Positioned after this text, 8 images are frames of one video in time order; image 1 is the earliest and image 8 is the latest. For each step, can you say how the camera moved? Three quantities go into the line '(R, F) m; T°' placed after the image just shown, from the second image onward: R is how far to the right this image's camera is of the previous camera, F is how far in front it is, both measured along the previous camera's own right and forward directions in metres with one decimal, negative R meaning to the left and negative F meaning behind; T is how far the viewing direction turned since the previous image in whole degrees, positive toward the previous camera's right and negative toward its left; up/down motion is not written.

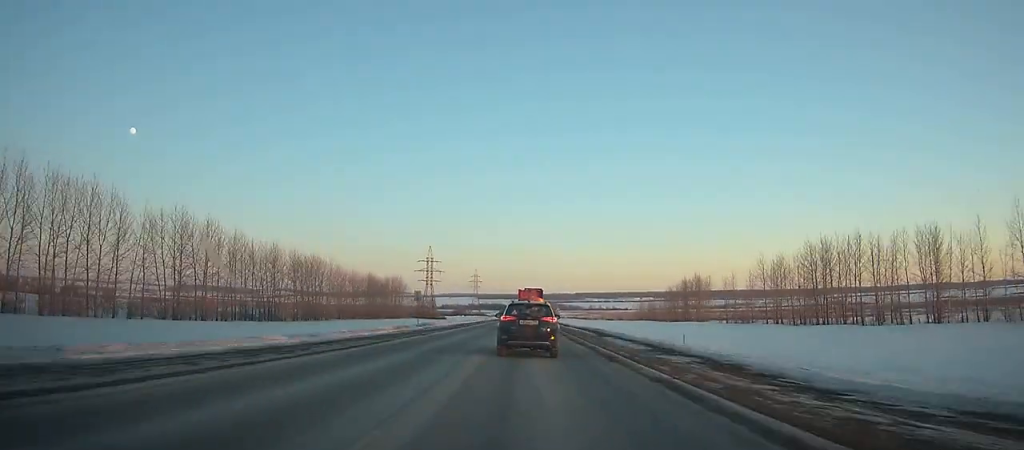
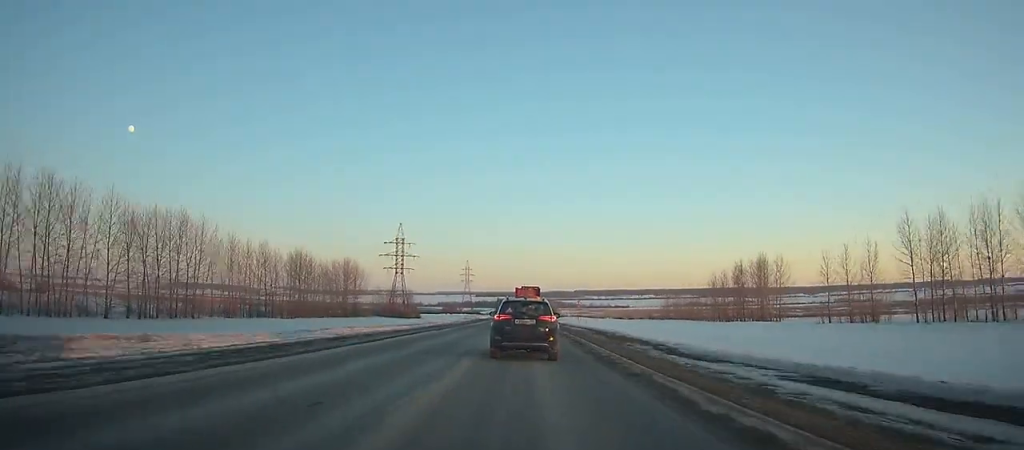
(+0.3, +54.3) m; 0°
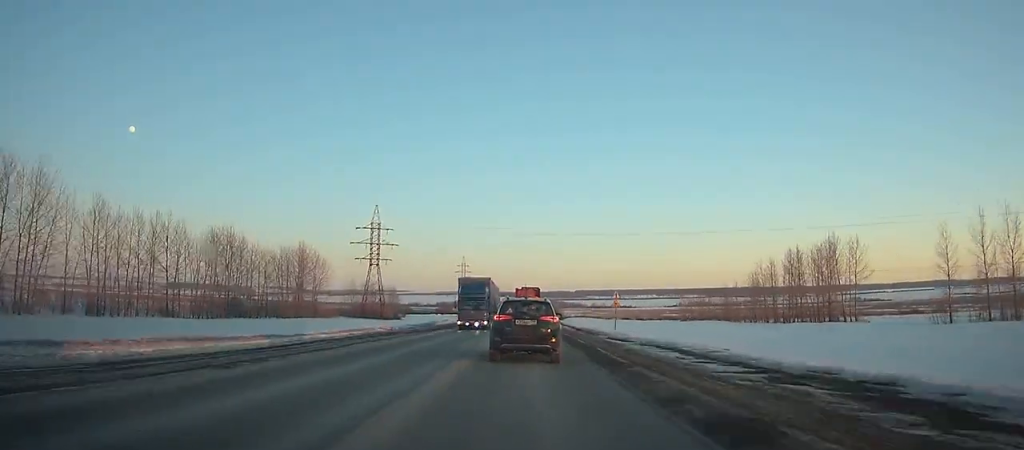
(+0.1, +33.3) m; 0°
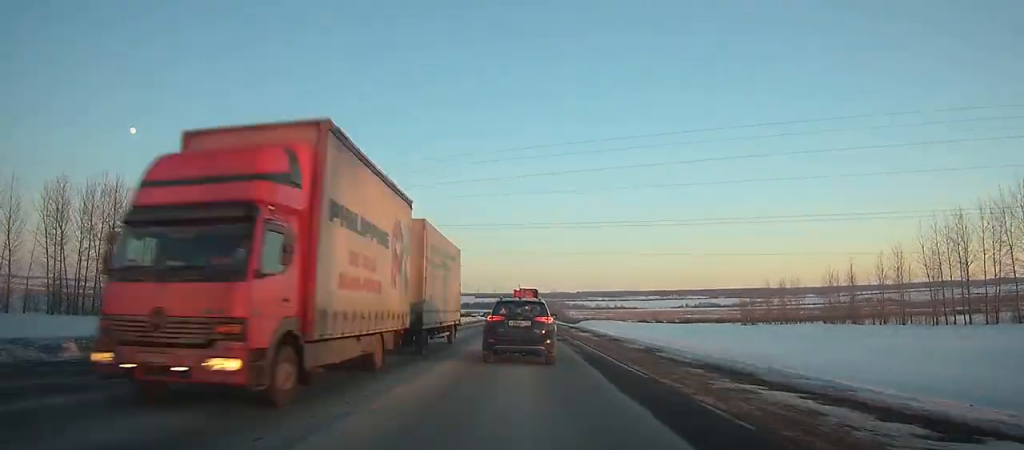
(+0.1, +62.2) m; 0°
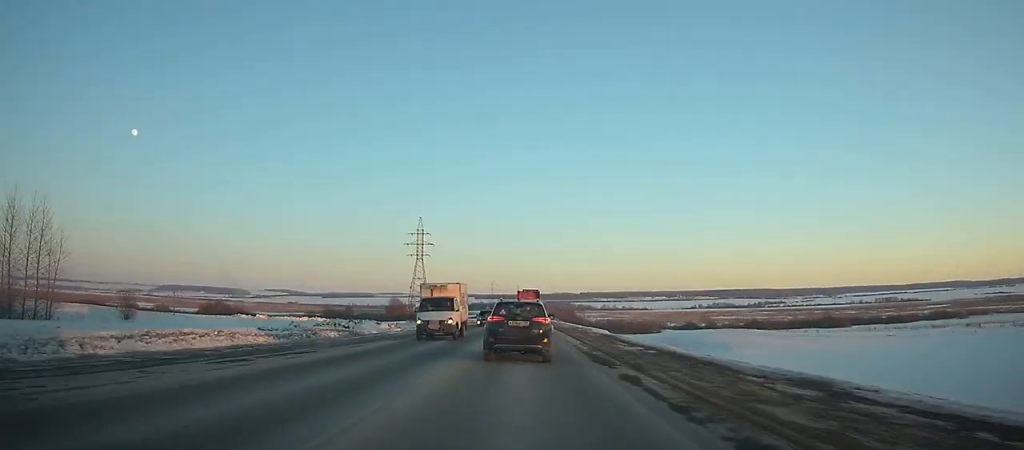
(-0.3, +105.0) m; 0°
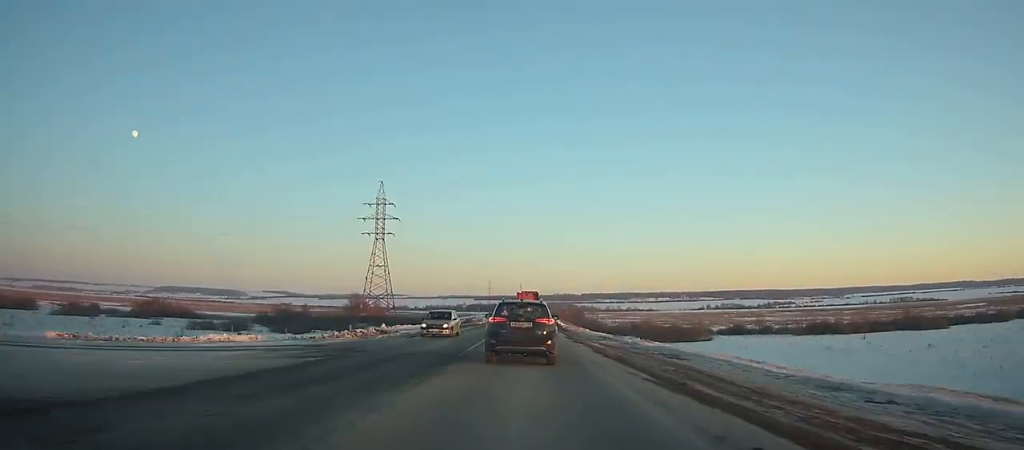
(-0.1, +61.6) m; 0°
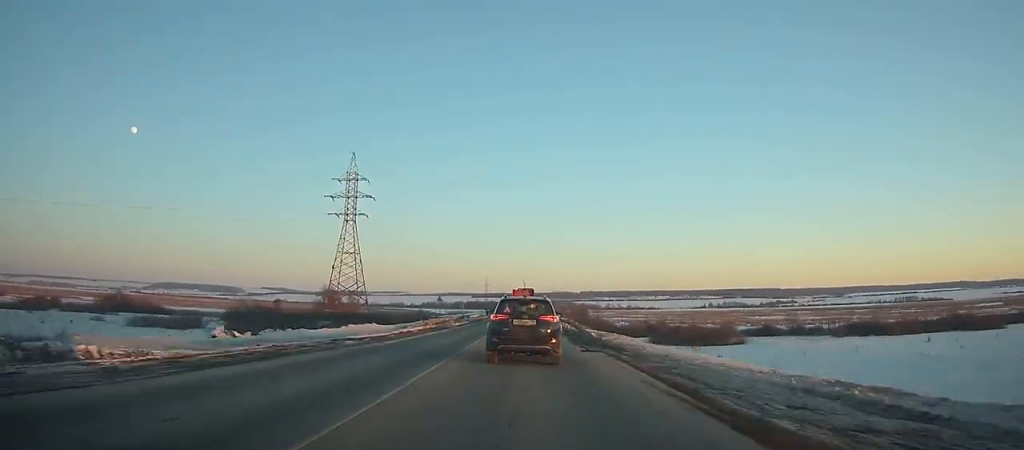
(0.0, +26.7) m; 0°
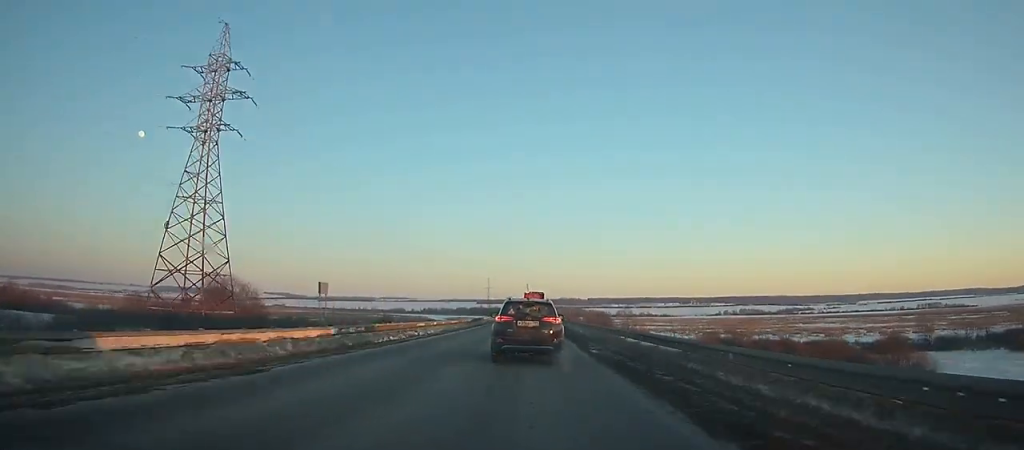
(0.0, +68.2) m; 0°
